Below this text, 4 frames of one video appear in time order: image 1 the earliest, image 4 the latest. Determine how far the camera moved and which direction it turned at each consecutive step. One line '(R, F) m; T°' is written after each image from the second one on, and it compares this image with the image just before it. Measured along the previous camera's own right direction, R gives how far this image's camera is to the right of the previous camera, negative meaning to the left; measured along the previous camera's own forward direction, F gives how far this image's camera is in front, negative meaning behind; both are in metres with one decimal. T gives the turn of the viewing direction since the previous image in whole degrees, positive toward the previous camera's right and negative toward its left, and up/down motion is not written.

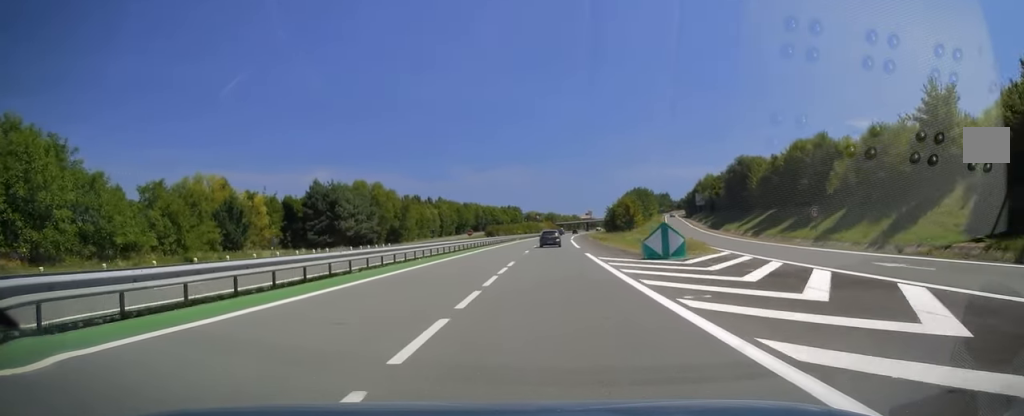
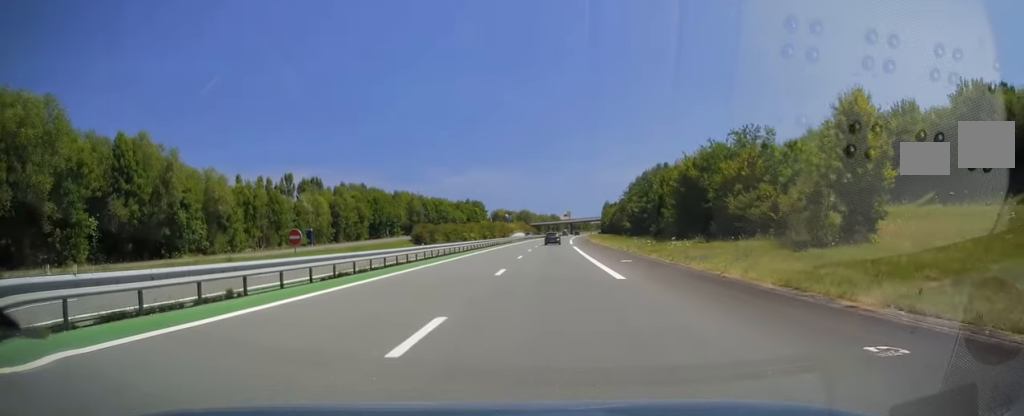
(+2.1, +83.1) m; +3°
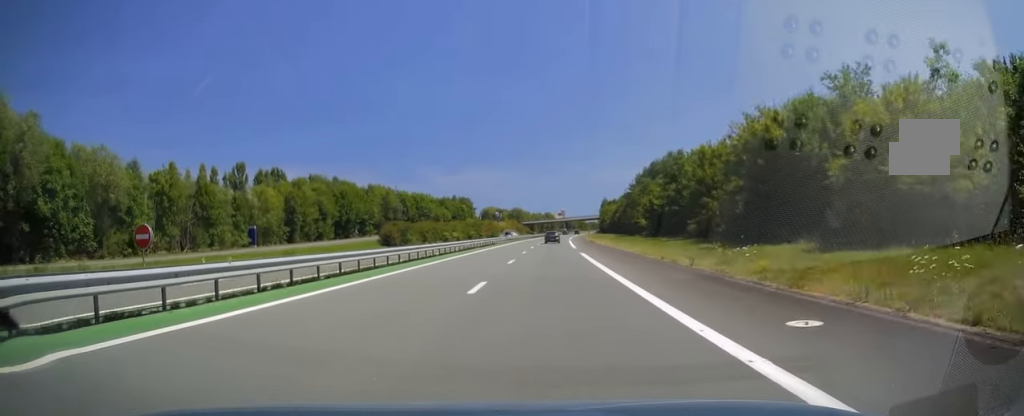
(0.0, +19.2) m; 0°
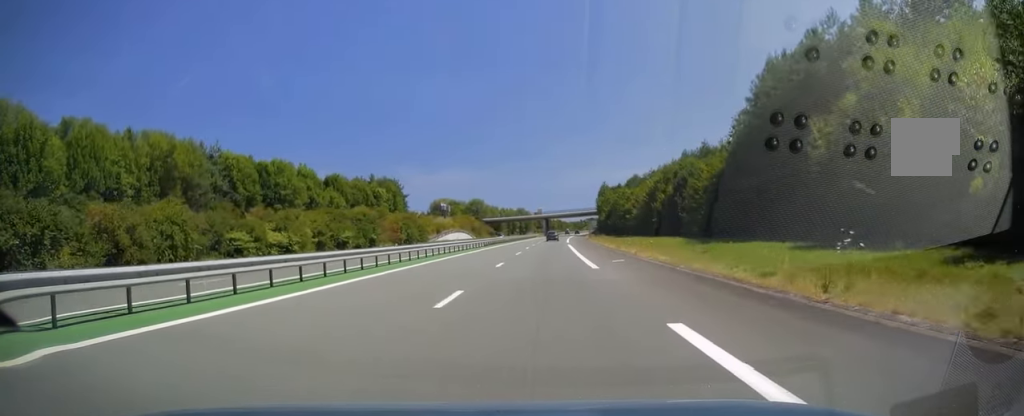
(+1.5, +80.8) m; +3°
